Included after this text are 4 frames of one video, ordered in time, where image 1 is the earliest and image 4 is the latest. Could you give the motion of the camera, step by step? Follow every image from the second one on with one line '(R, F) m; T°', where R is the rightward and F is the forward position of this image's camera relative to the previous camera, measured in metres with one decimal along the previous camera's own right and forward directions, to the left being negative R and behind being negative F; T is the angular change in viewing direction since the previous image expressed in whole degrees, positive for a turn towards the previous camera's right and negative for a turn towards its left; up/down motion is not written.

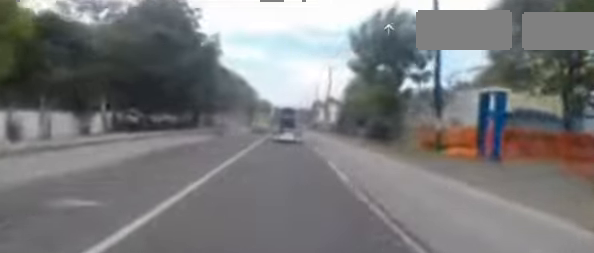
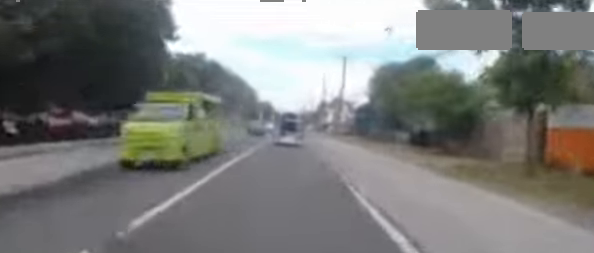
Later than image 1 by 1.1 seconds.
(-0.1, +12.0) m; -1°
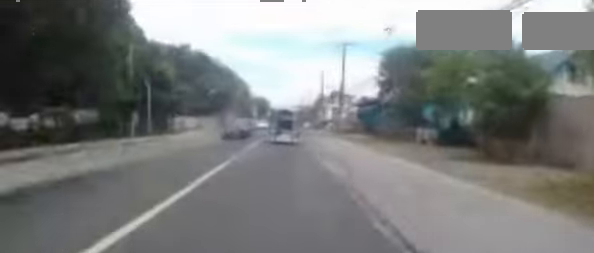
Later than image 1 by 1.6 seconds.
(0.0, +4.8) m; 0°
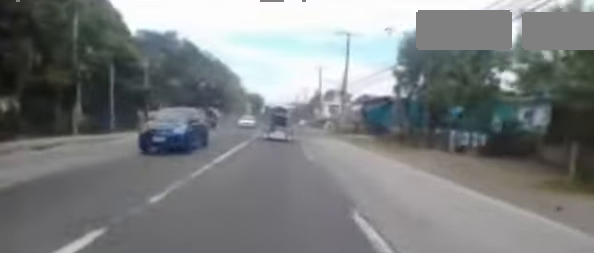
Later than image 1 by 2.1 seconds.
(0.0, +5.2) m; 0°
